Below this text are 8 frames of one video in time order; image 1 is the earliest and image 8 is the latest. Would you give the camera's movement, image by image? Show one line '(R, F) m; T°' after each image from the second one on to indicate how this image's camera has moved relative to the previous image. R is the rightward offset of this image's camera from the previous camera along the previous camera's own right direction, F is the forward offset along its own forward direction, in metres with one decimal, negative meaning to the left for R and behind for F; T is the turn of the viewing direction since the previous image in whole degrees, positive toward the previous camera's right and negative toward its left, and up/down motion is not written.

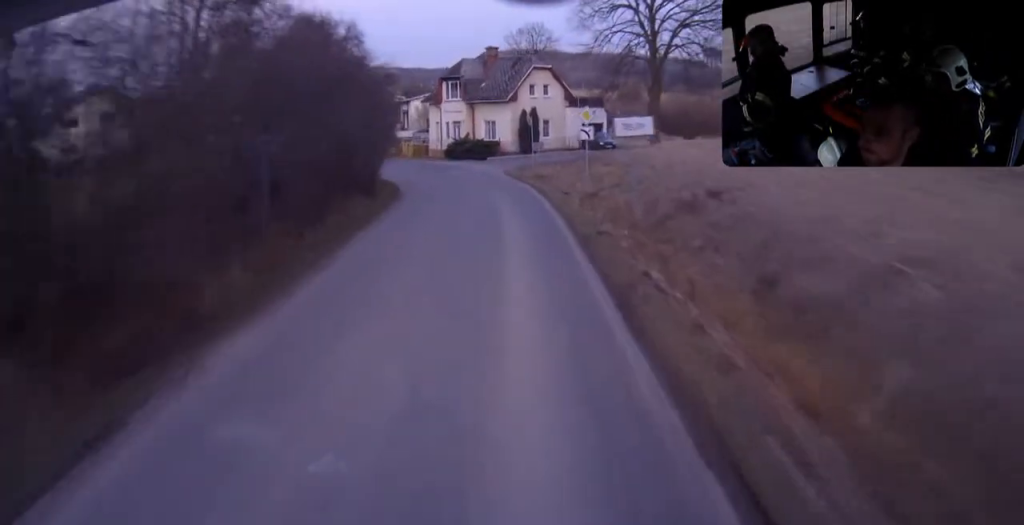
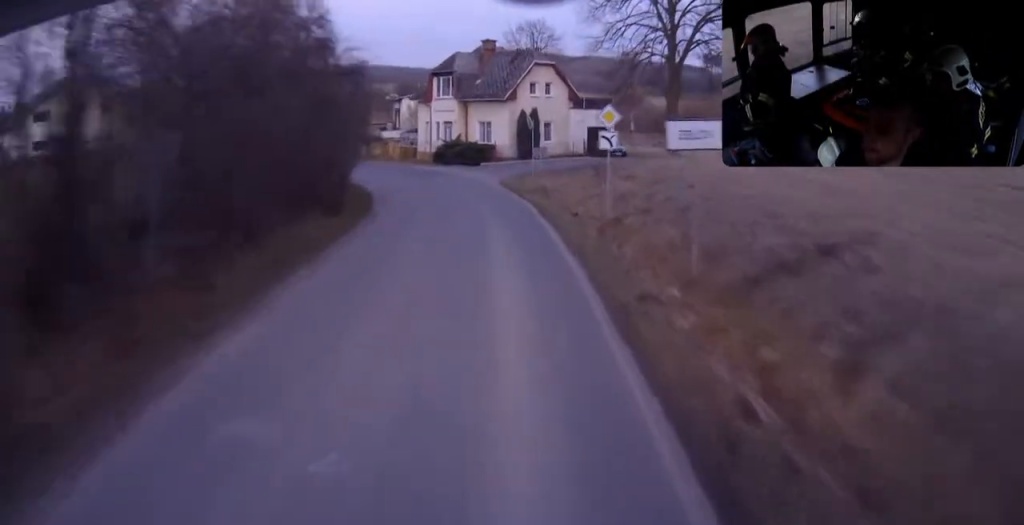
(+0.3, +6.1) m; +1°
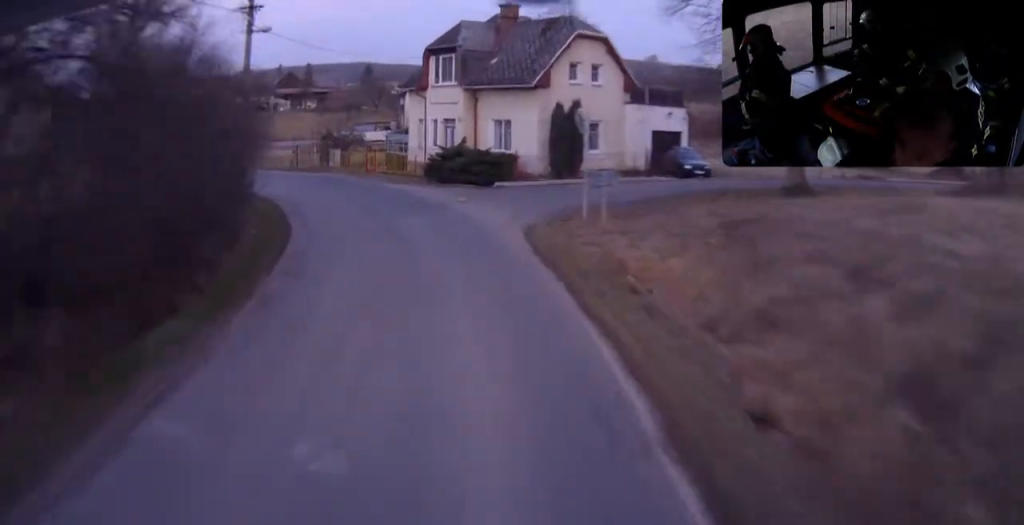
(+0.1, +16.9) m; -14°
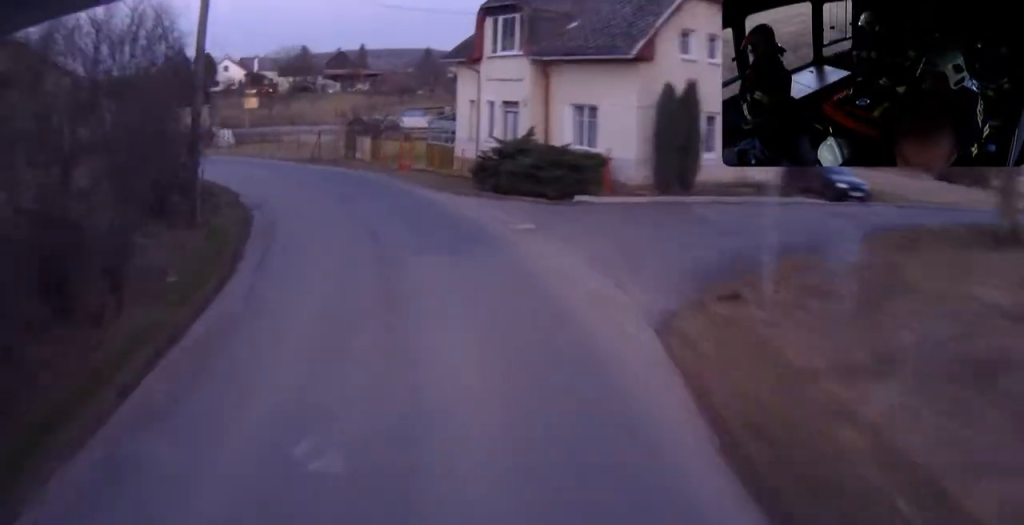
(-2.7, +10.5) m; -17°
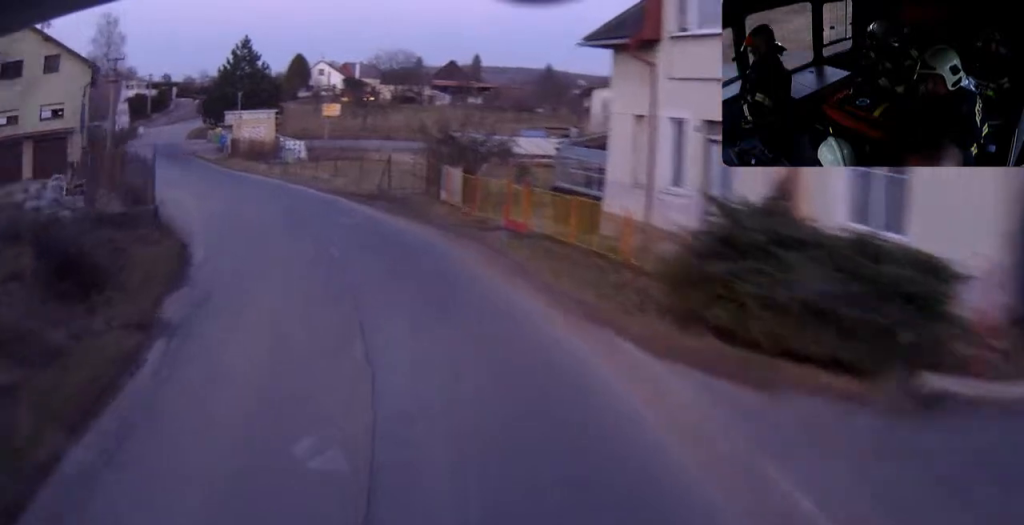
(-2.5, +14.6) m; -17°
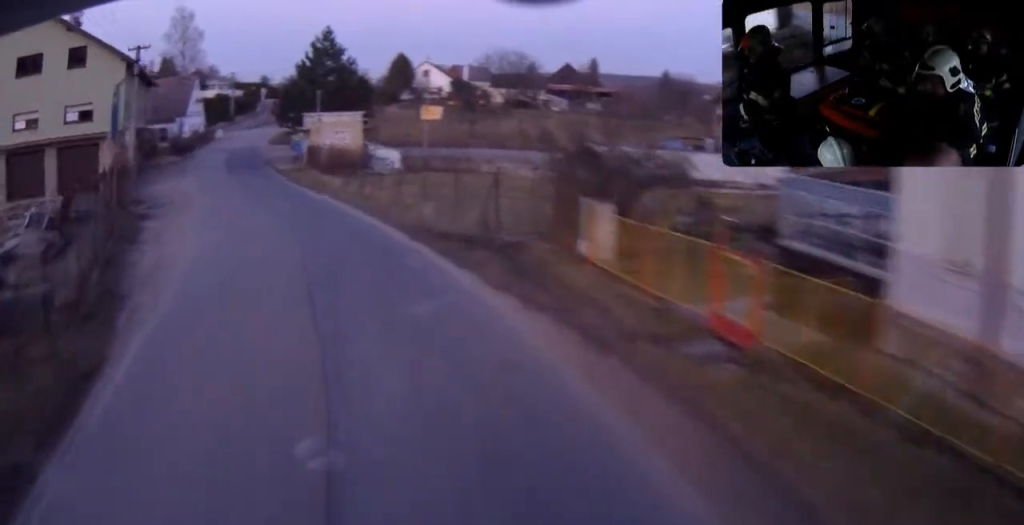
(-0.9, +10.0) m; -6°
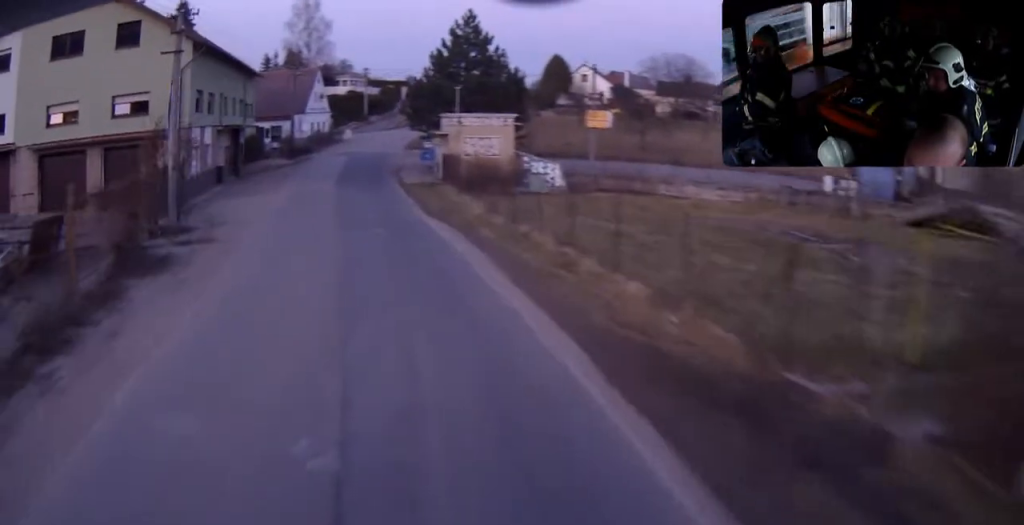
(-0.6, +12.0) m; -2°
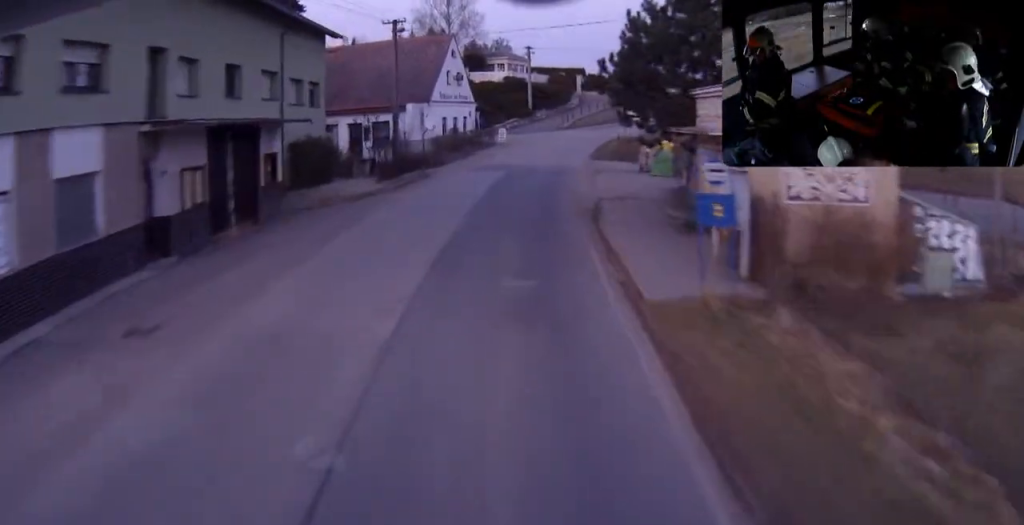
(+0.1, +27.9) m; 0°
